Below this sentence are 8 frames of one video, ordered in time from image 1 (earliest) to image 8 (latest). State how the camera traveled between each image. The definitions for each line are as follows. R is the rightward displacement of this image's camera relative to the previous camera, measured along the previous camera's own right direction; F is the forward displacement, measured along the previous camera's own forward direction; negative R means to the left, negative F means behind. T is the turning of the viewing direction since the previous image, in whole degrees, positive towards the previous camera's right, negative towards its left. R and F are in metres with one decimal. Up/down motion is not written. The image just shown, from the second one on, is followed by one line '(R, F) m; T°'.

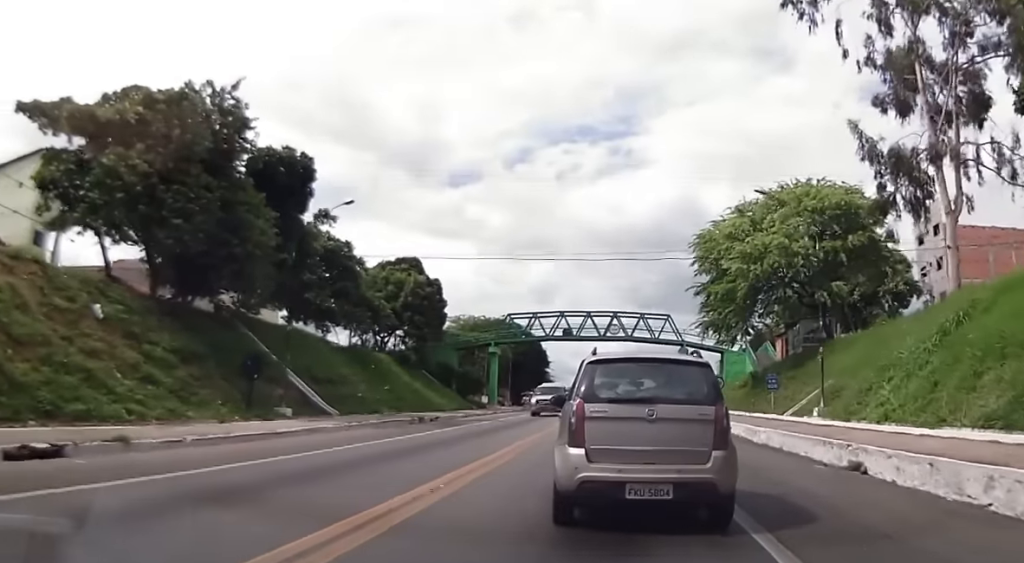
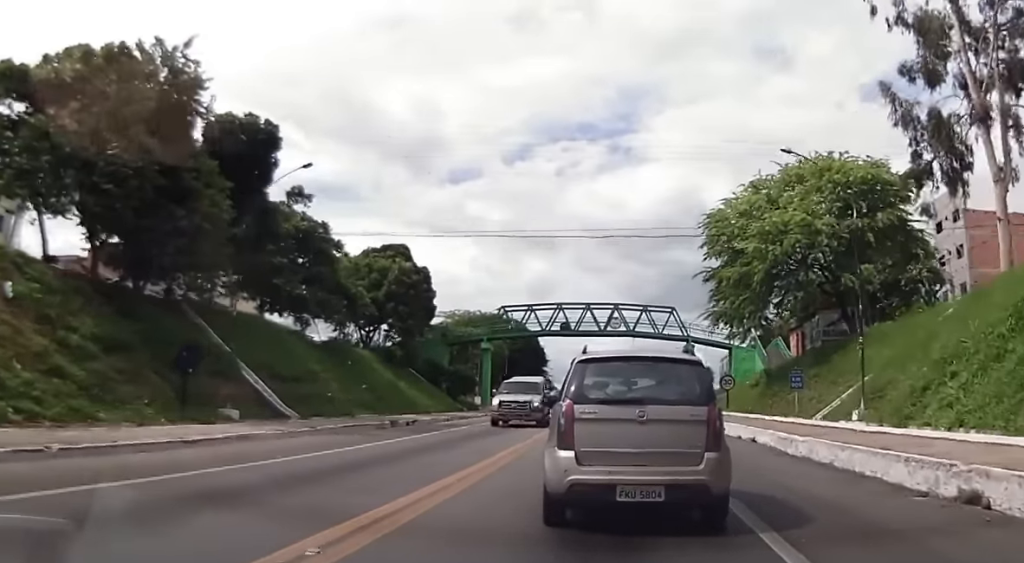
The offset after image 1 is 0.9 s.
(0.0, +4.1) m; 0°
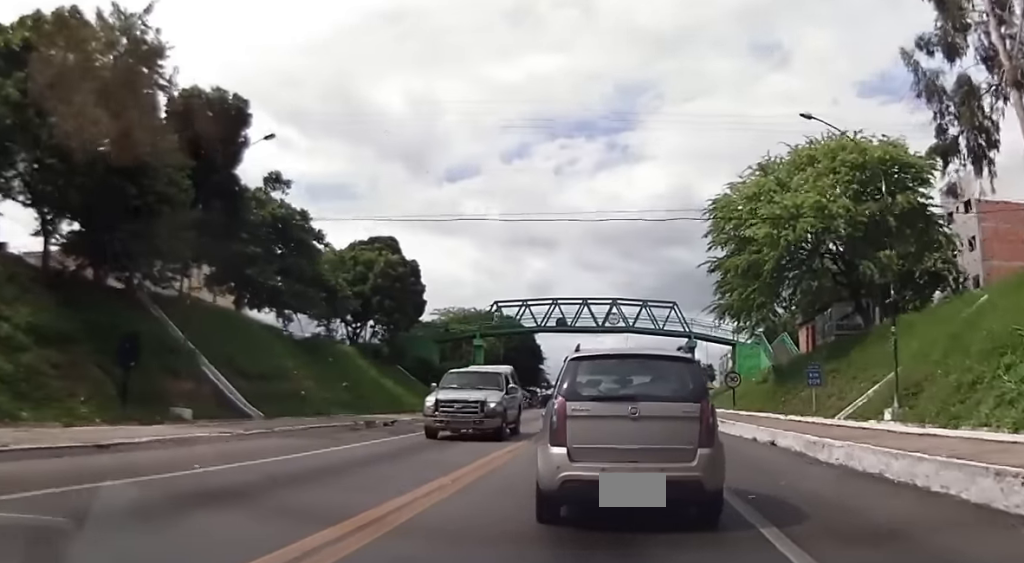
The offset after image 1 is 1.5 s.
(0.0, +2.8) m; 0°
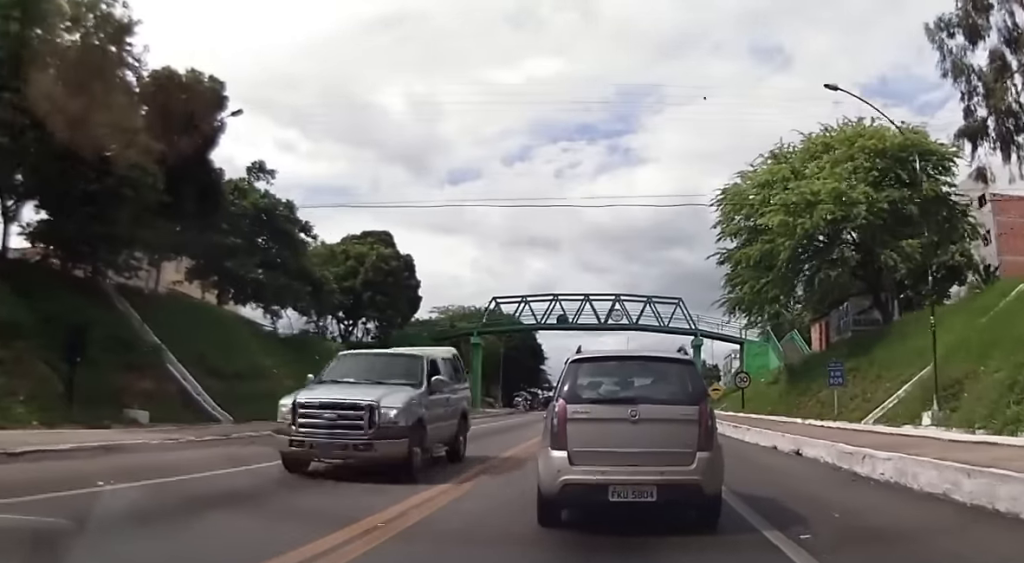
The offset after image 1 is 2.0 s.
(0.0, +2.4) m; 0°
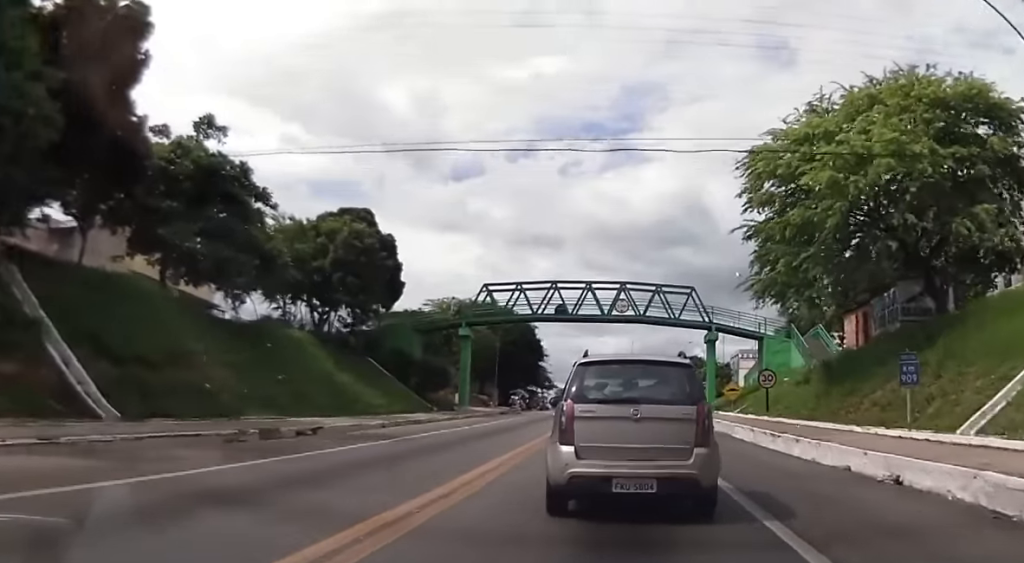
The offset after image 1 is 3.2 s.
(0.0, +5.9) m; 0°
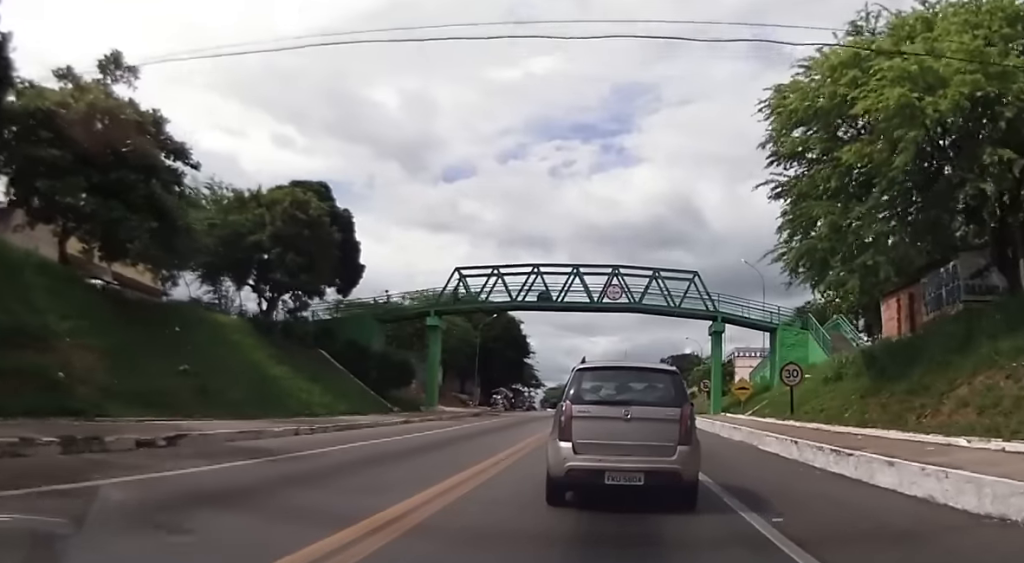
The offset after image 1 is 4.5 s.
(0.0, +6.2) m; 0°
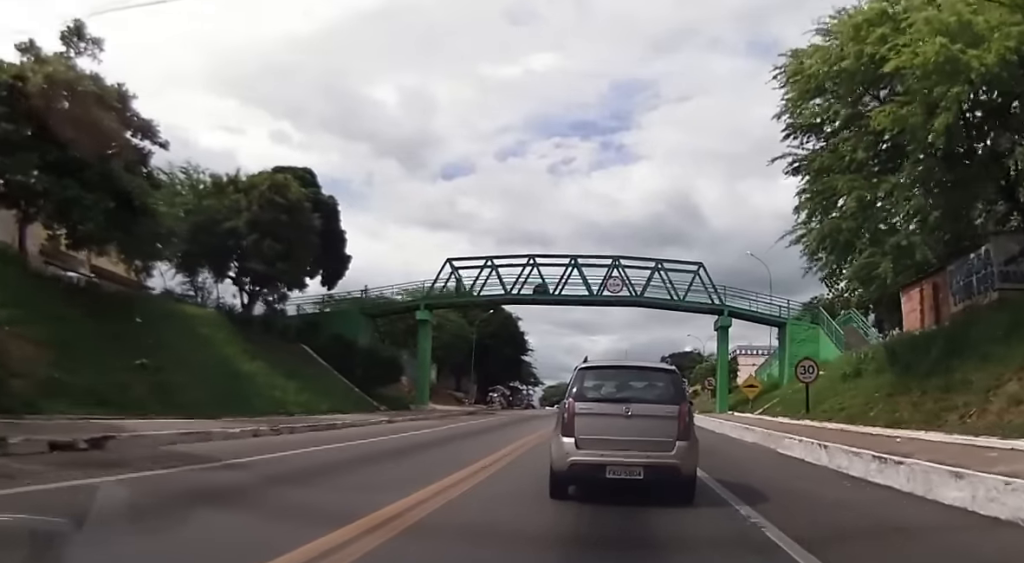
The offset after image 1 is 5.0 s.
(0.0, +2.1) m; 0°
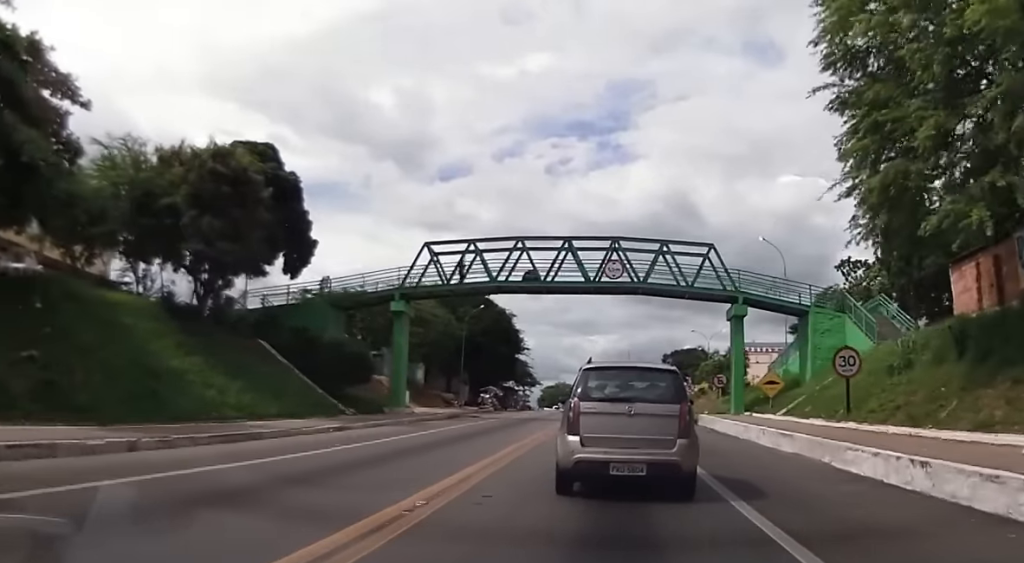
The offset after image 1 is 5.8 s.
(0.0, +4.3) m; 0°
